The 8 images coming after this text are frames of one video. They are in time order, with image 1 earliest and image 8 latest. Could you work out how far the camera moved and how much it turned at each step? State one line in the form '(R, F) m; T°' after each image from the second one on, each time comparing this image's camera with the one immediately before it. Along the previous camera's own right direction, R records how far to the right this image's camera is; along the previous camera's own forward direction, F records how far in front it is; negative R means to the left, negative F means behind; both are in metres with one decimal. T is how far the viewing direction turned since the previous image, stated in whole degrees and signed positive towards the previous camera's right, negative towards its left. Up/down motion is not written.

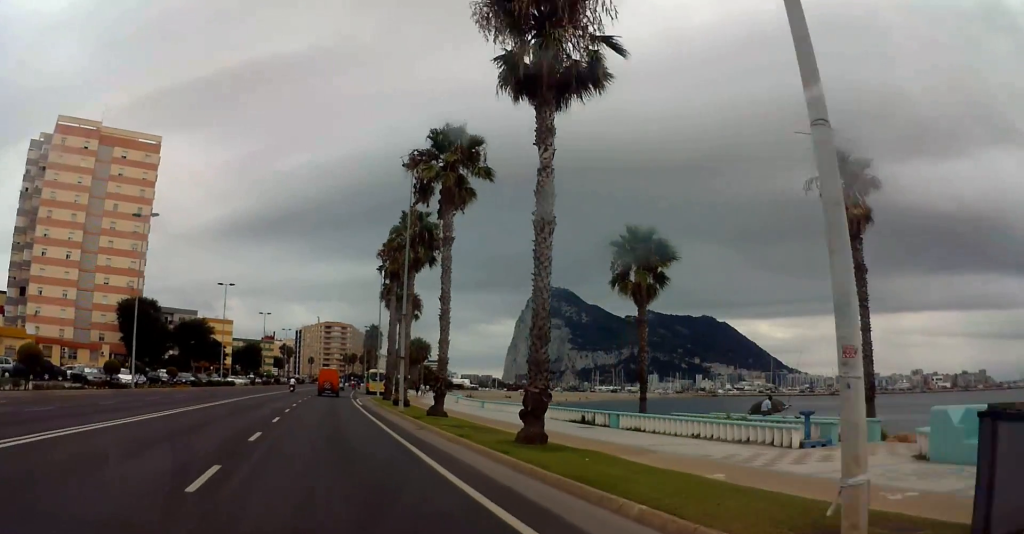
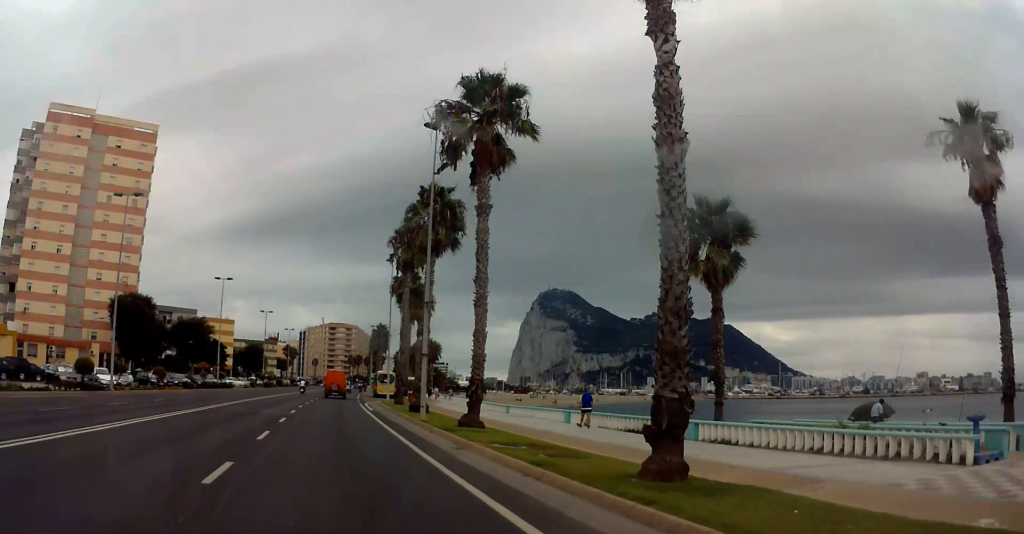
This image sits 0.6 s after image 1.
(0.0, +5.8) m; 0°
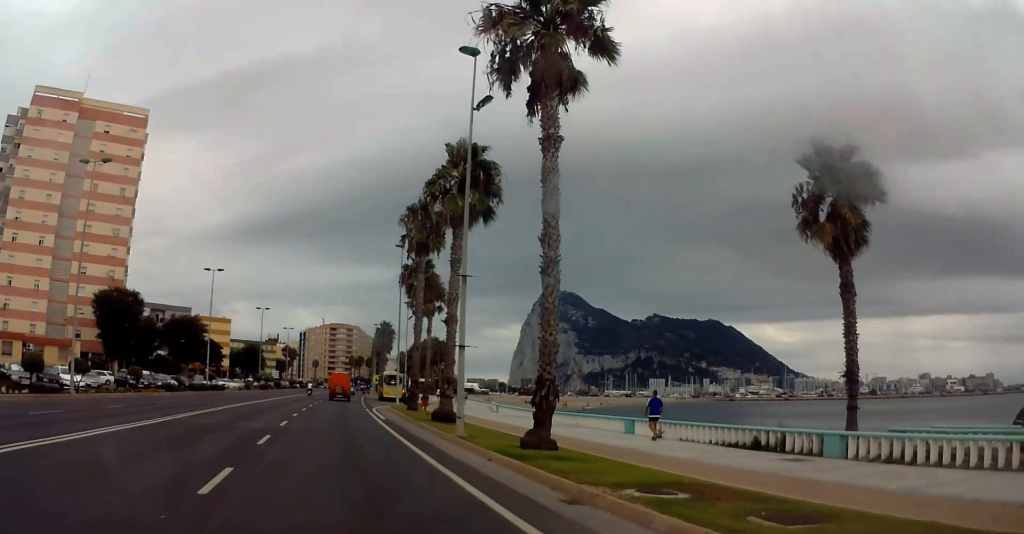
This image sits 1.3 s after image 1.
(0.0, +7.0) m; 0°
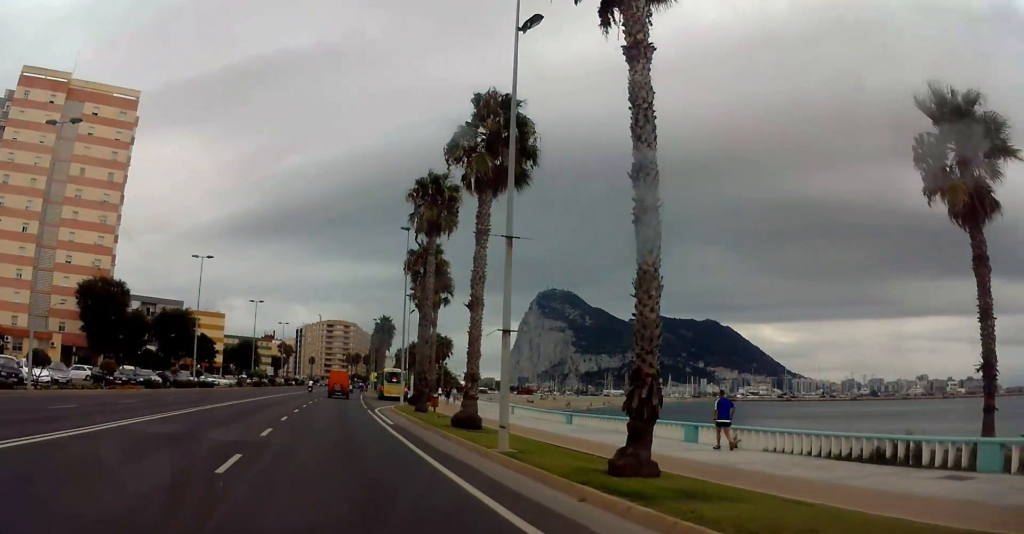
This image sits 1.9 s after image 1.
(0.0, +5.4) m; 0°
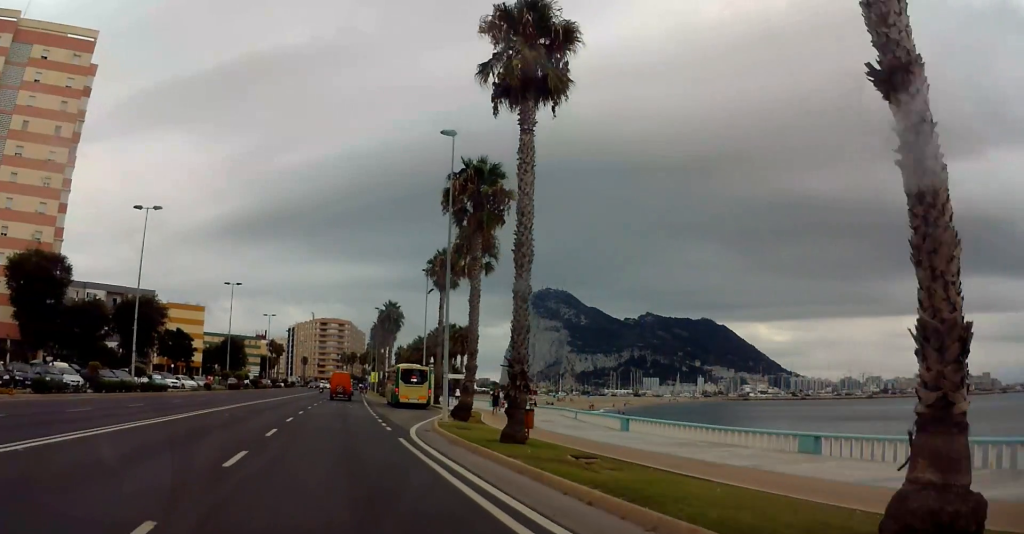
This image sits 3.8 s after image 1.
(+0.6, +18.2) m; +5°
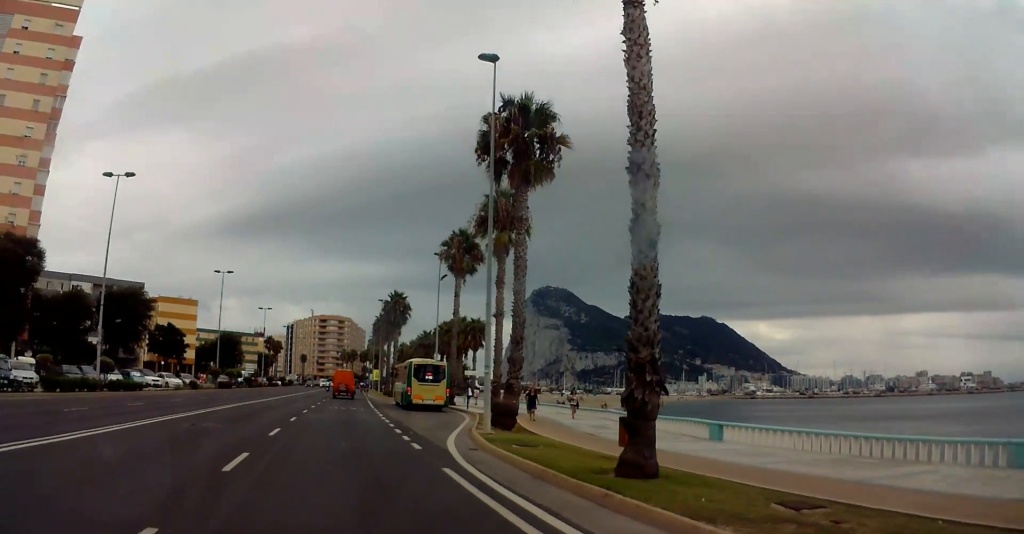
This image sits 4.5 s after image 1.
(+0.2, +7.4) m; +2°
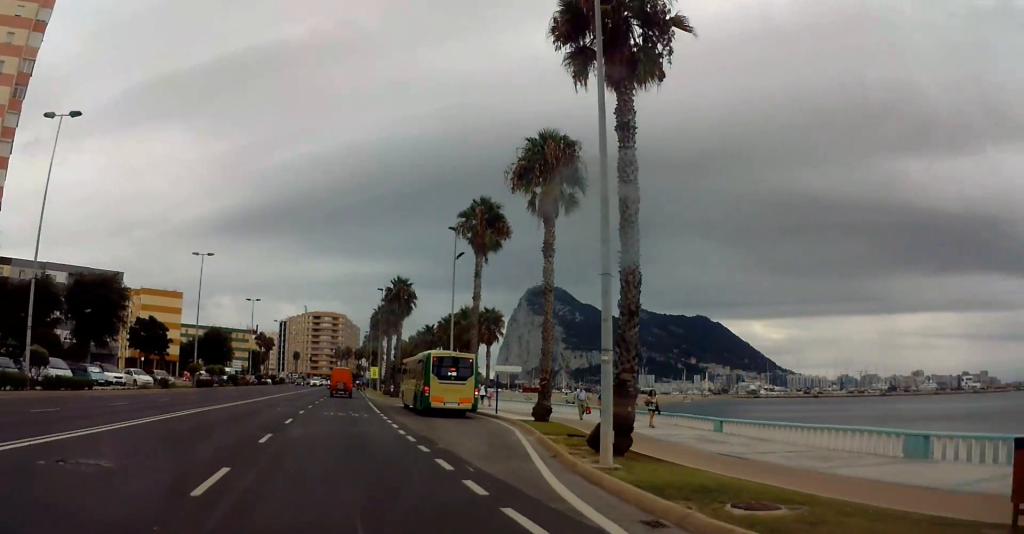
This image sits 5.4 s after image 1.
(+0.1, +9.2) m; +1°
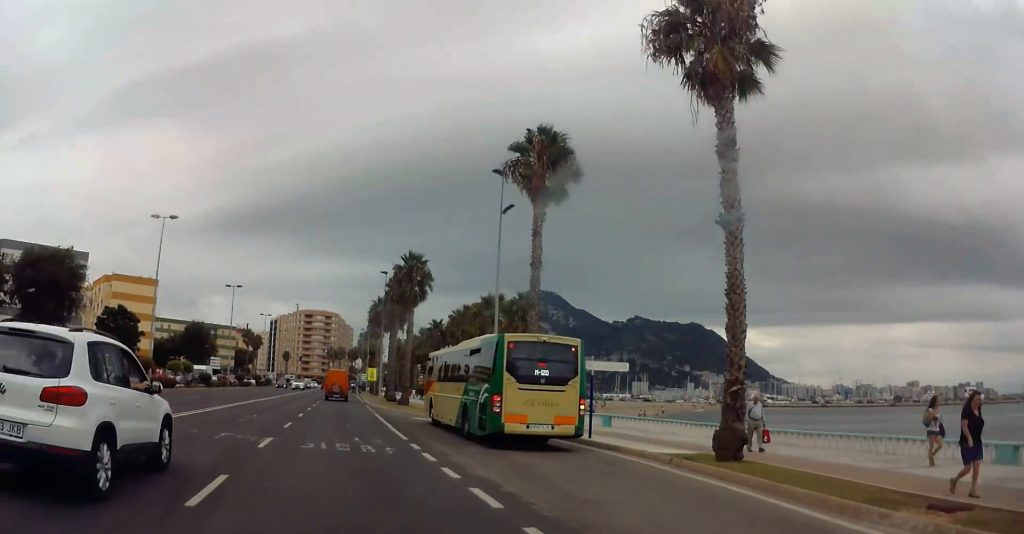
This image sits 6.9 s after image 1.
(+0.2, +14.6) m; +1°
